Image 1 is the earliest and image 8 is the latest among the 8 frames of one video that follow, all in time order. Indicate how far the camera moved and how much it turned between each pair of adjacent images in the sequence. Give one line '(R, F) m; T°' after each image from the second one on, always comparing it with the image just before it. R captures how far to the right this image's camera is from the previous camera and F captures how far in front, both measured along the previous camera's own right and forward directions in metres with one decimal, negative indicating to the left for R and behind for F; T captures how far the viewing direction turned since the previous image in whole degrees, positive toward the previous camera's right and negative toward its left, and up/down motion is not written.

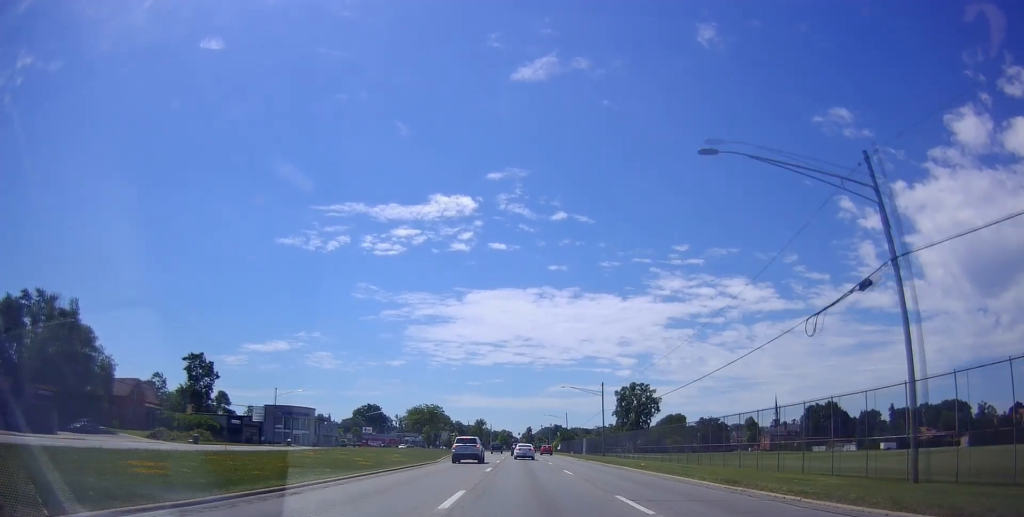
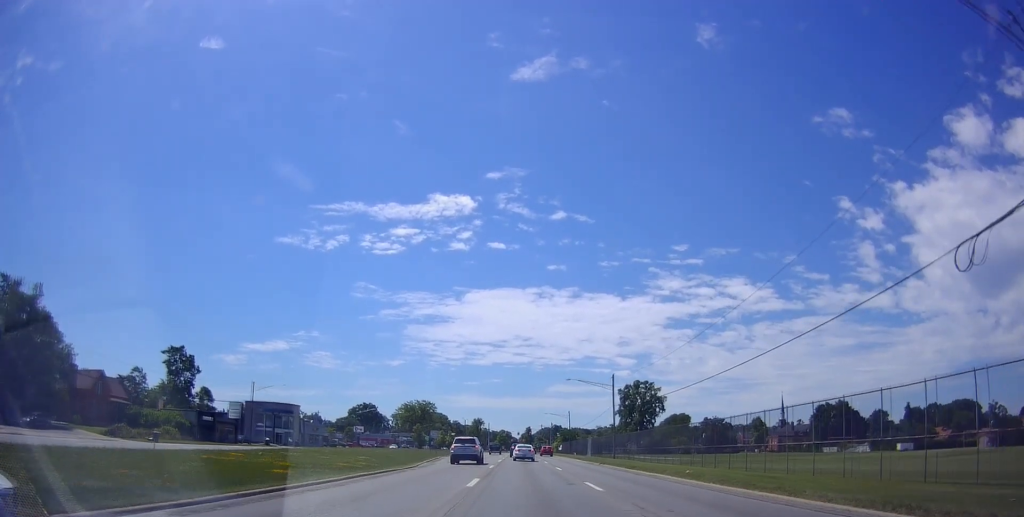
(-0.1, +9.7) m; 0°
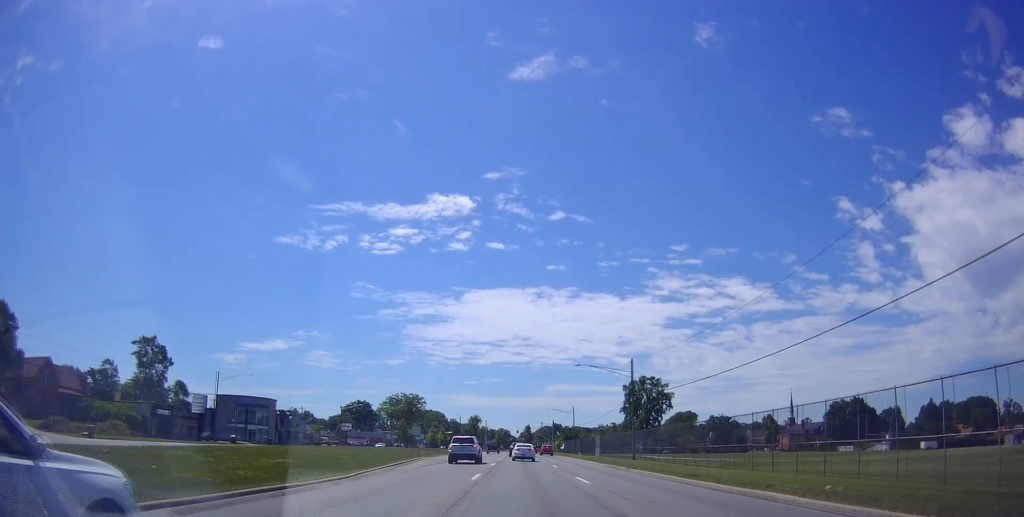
(-0.8, +12.8) m; 0°
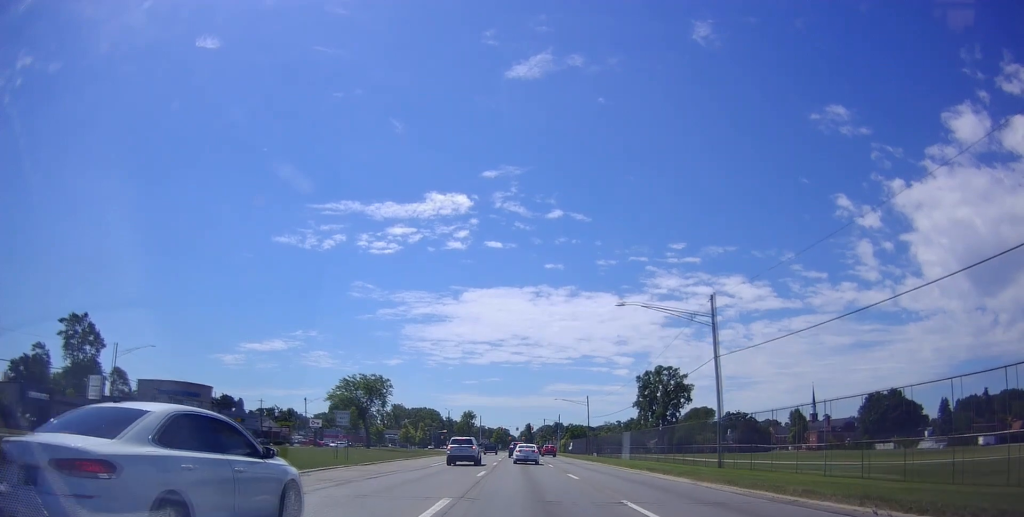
(+0.8, +28.0) m; +1°
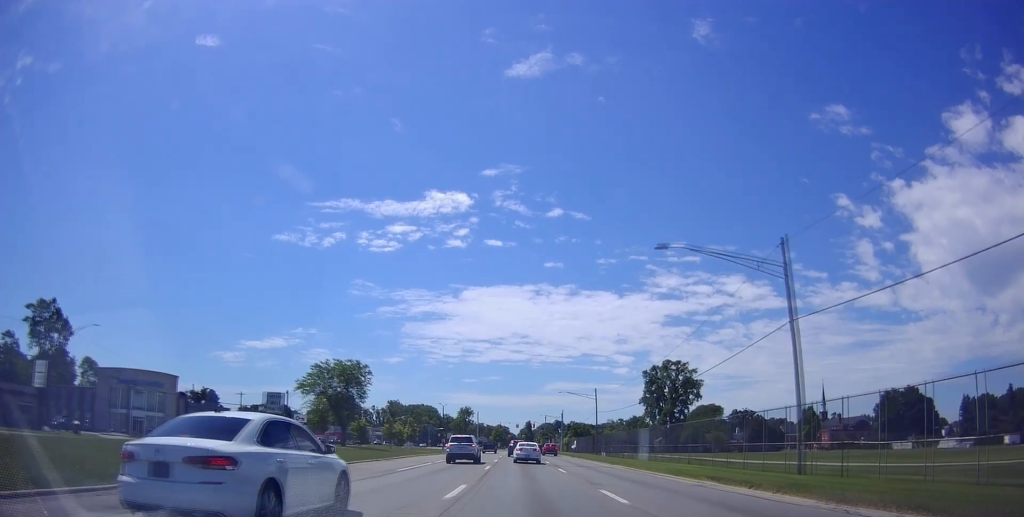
(-0.3, +12.1) m; 0°
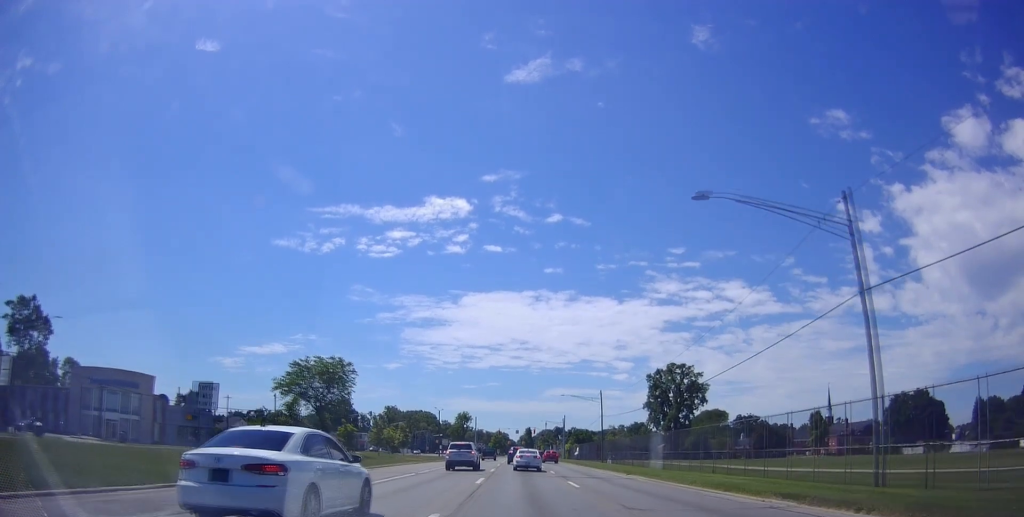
(+0.3, +7.0) m; 0°
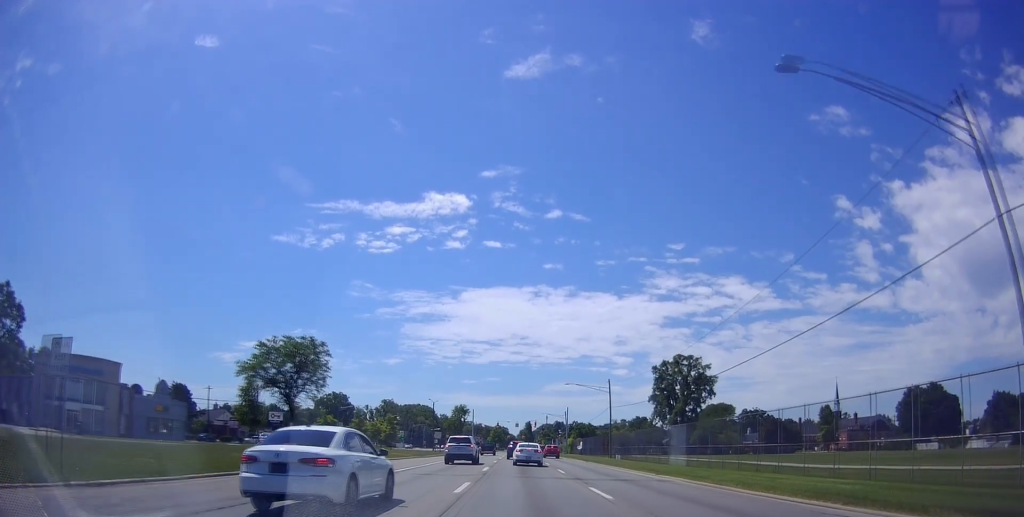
(+0.1, +9.4) m; -1°
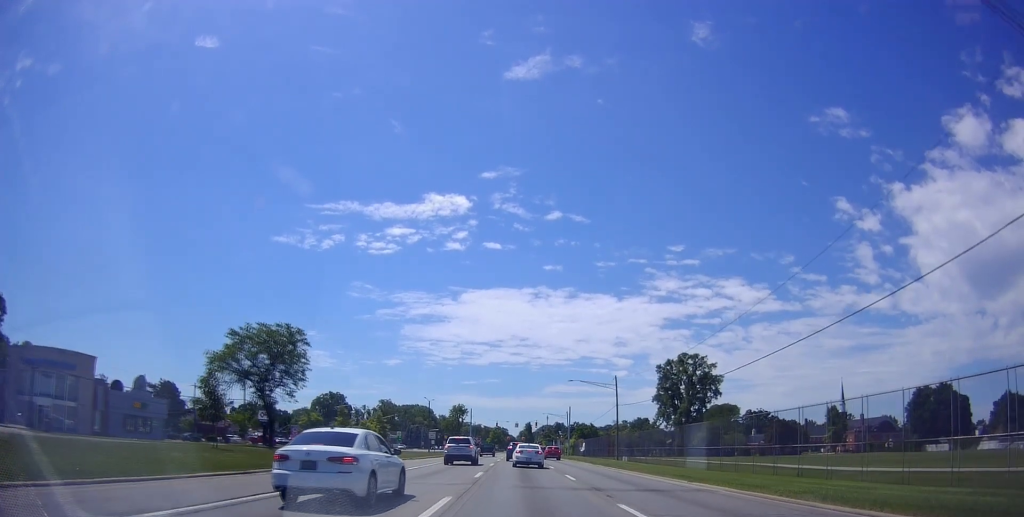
(-0.3, +6.2) m; -1°
